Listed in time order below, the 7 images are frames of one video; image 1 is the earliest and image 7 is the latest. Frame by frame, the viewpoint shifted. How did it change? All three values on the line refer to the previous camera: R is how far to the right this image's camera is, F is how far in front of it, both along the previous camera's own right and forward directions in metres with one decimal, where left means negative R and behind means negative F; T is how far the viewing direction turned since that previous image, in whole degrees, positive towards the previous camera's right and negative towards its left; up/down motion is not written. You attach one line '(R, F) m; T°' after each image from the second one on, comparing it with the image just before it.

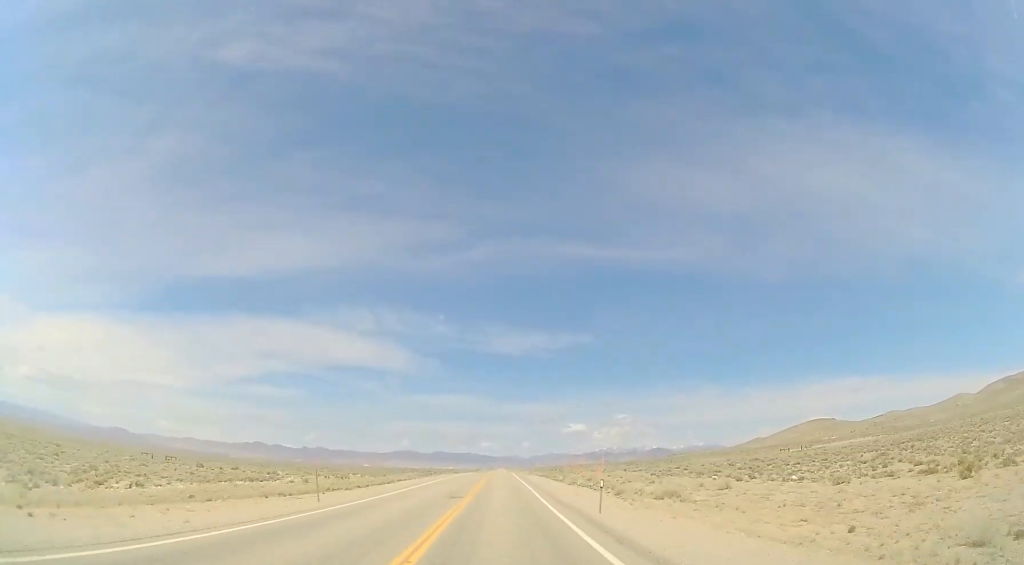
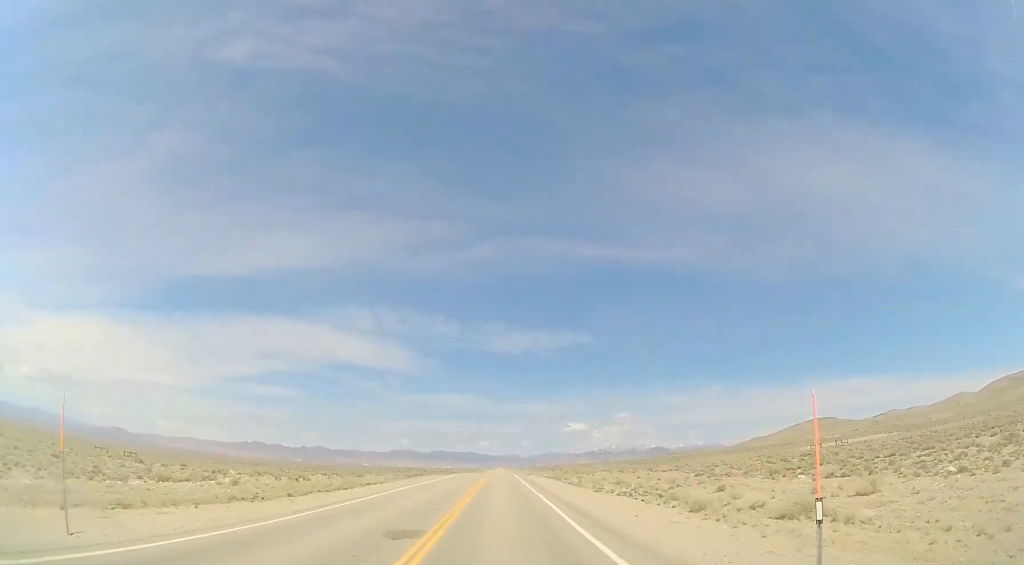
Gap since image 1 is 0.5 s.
(+0.1, +14.1) m; 0°
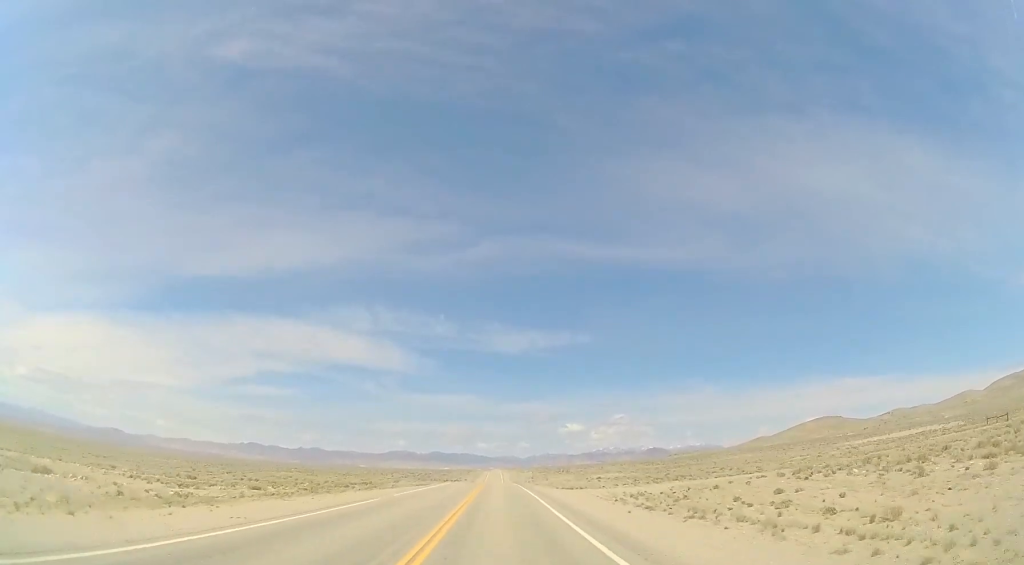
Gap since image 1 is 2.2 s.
(-0.3, +50.7) m; -1°
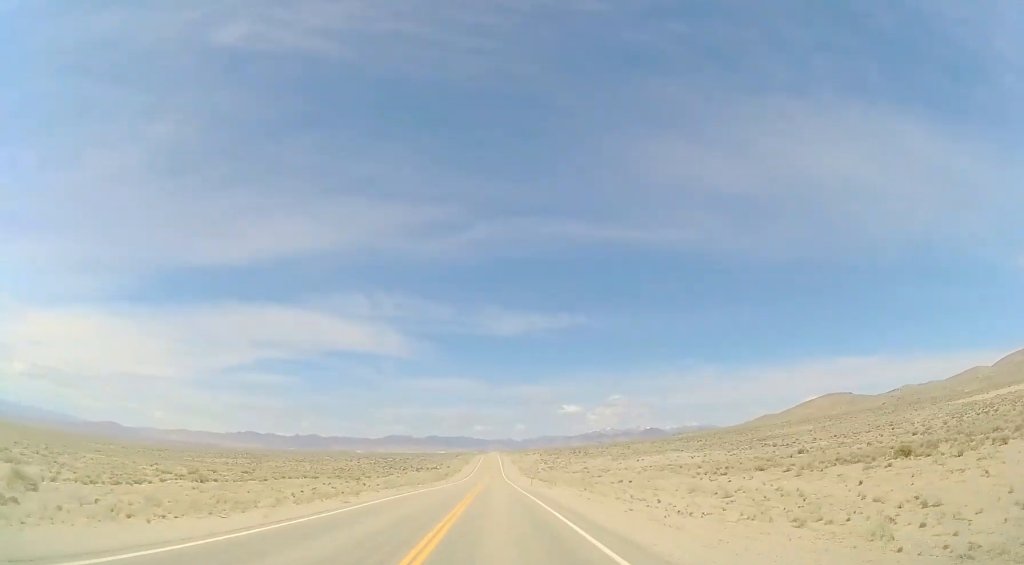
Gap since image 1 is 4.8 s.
(+0.2, +75.7) m; 0°
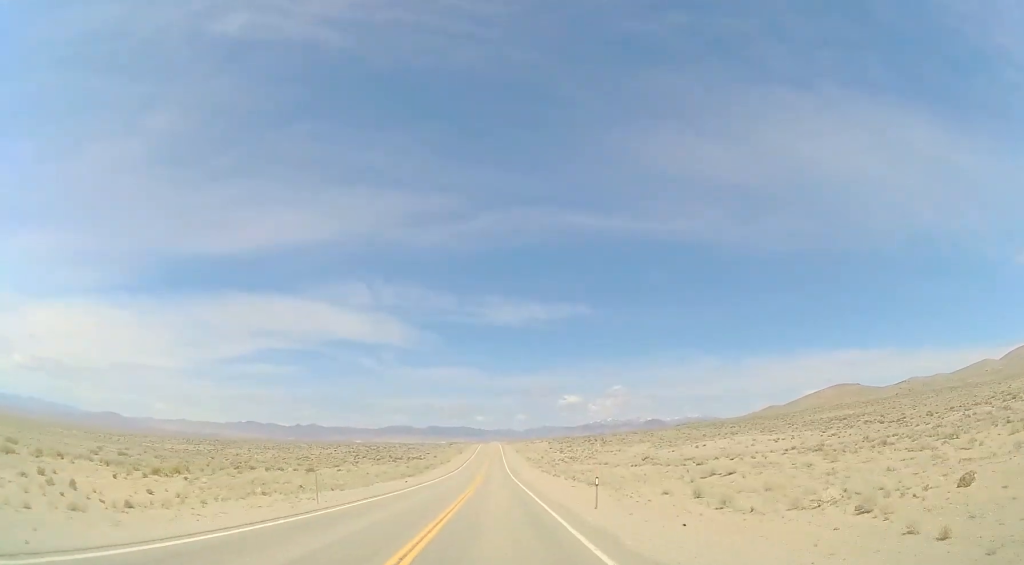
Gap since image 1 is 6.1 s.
(+0.4, +36.8) m; +1°
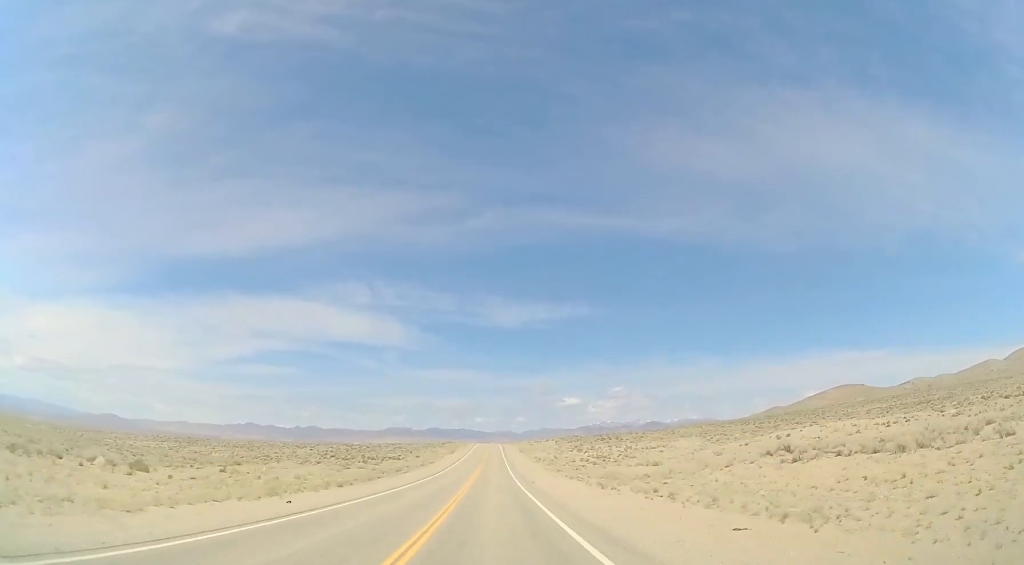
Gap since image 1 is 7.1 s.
(0.0, +26.5) m; 0°
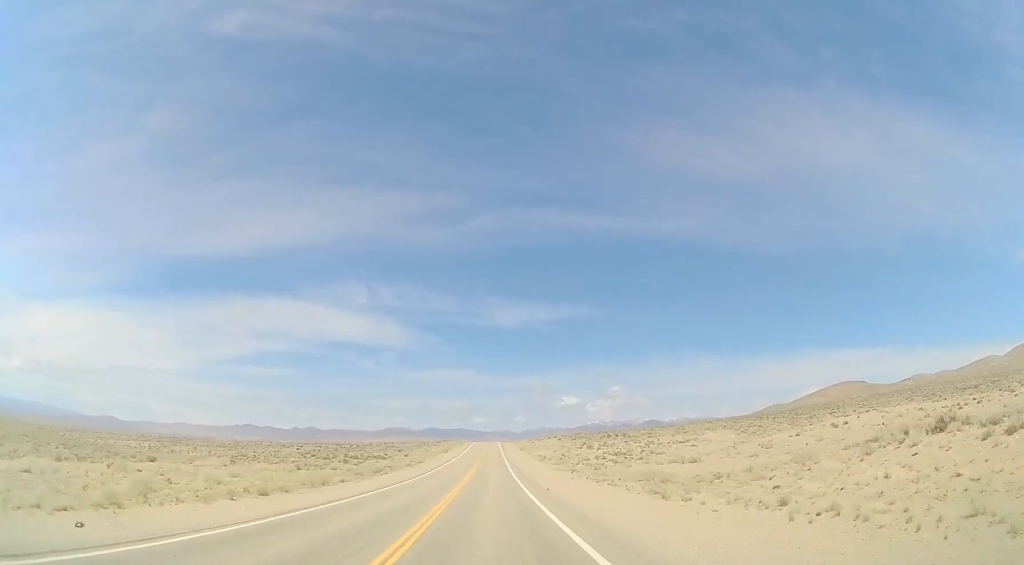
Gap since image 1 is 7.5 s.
(-0.1, +11.4) m; 0°
